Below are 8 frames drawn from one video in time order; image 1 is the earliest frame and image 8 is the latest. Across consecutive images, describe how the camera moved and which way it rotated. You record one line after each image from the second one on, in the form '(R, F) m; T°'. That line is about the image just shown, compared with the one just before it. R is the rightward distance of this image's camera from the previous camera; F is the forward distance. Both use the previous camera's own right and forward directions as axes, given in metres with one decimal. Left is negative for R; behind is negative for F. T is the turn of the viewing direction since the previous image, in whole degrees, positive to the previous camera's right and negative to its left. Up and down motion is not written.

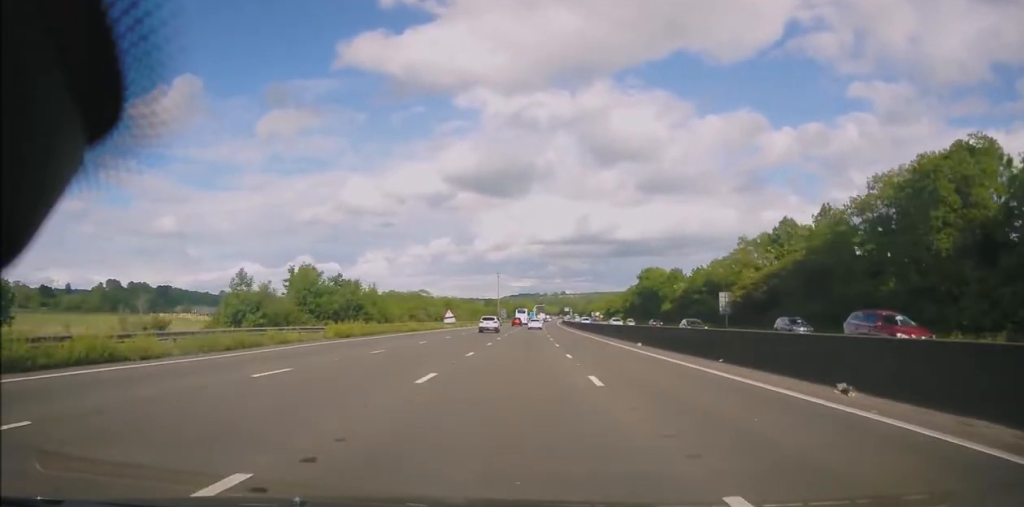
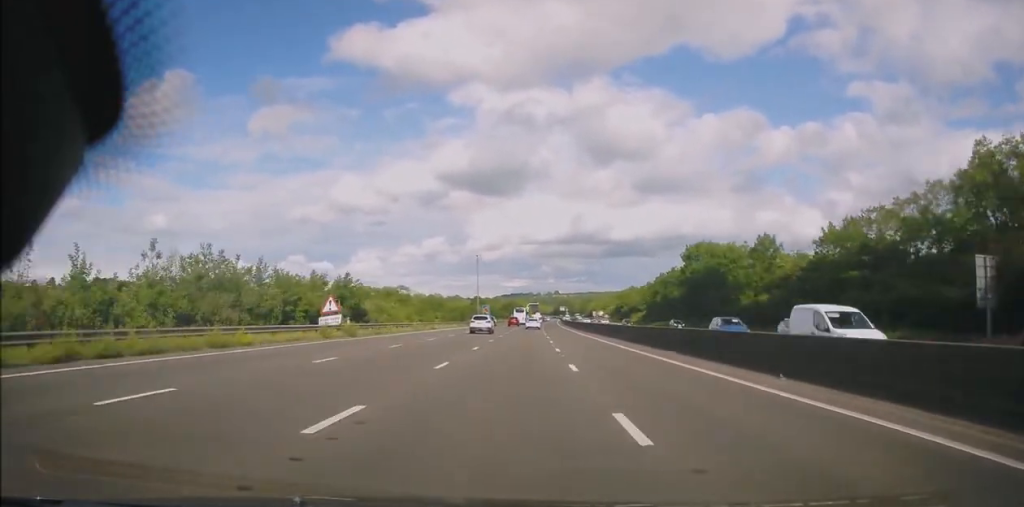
(+0.2, +50.8) m; 0°
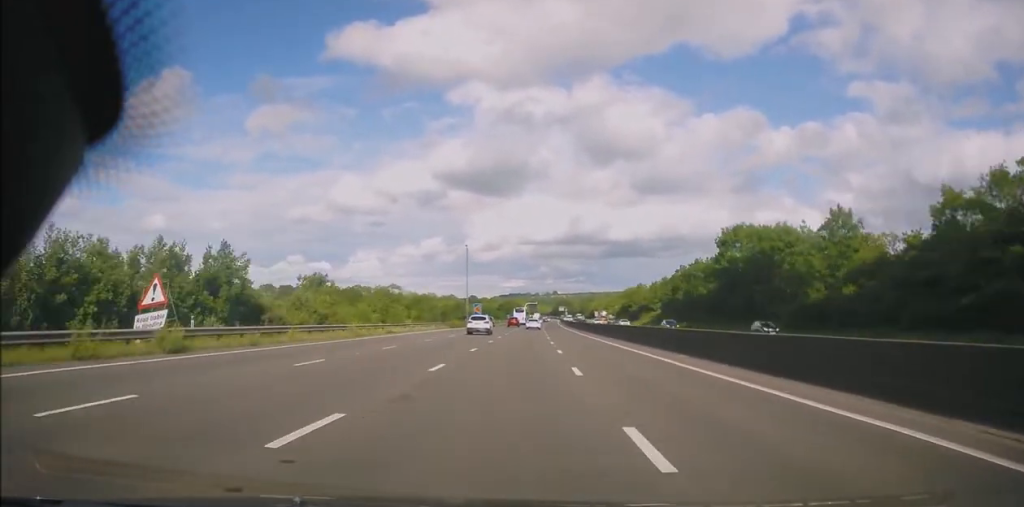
(0.0, +19.3) m; +1°
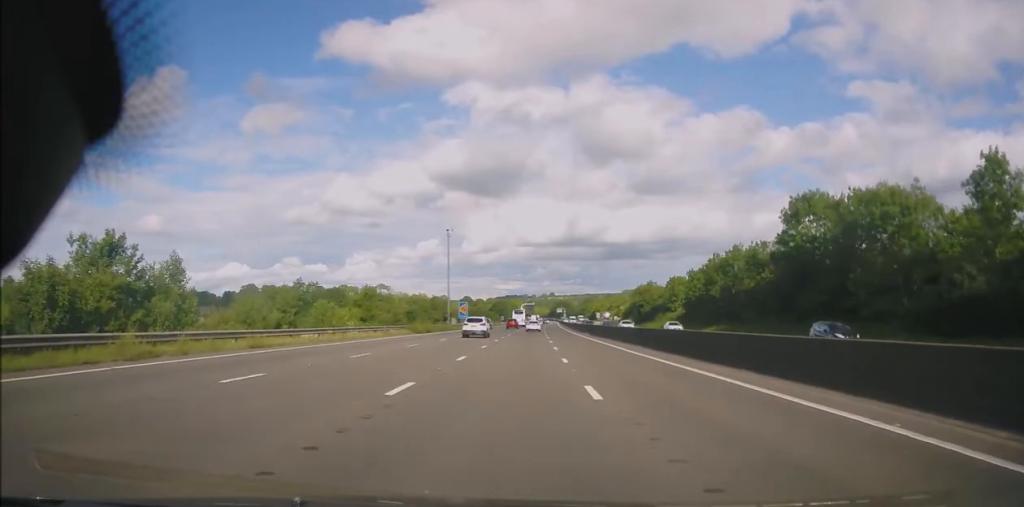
(+0.2, +22.5) m; +1°
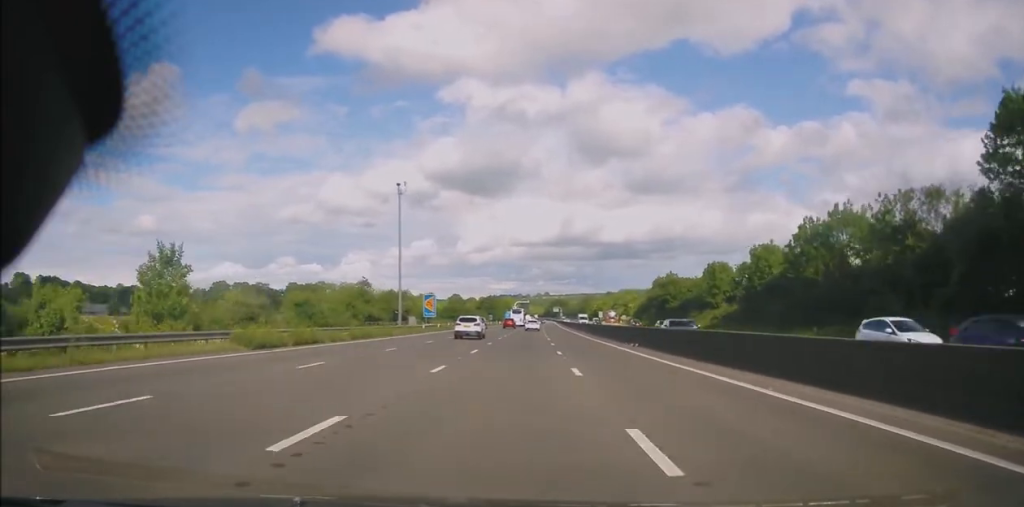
(+0.5, +32.4) m; 0°
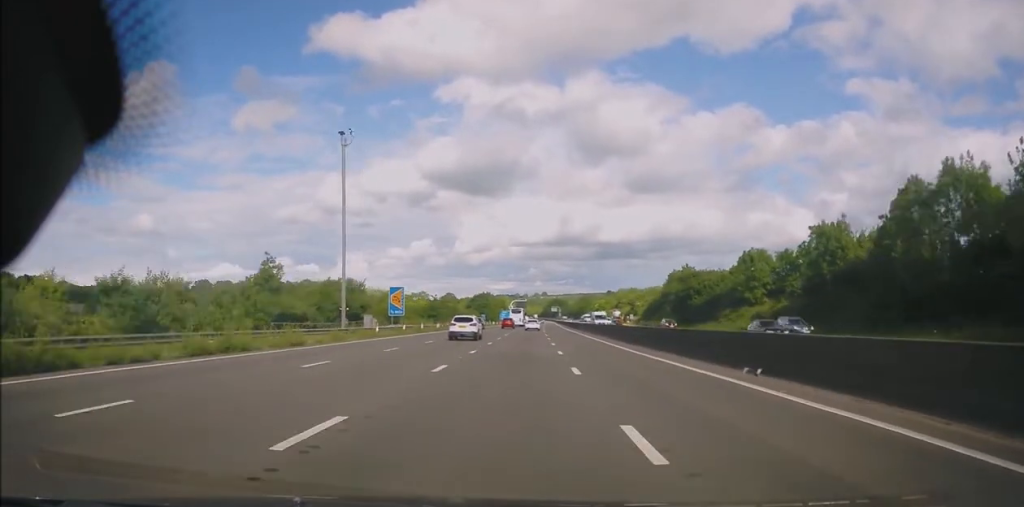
(-0.3, +19.5) m; 0°
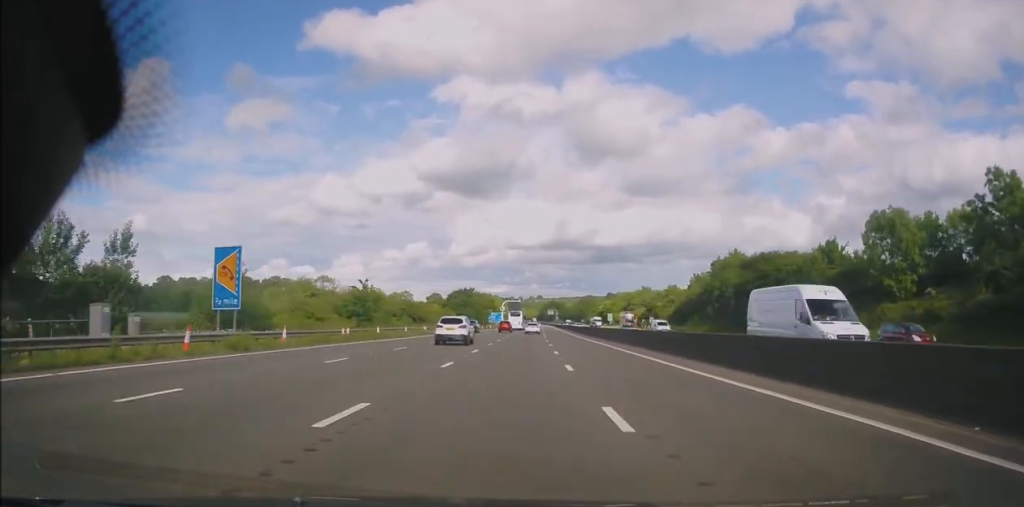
(+0.1, +35.8) m; 0°
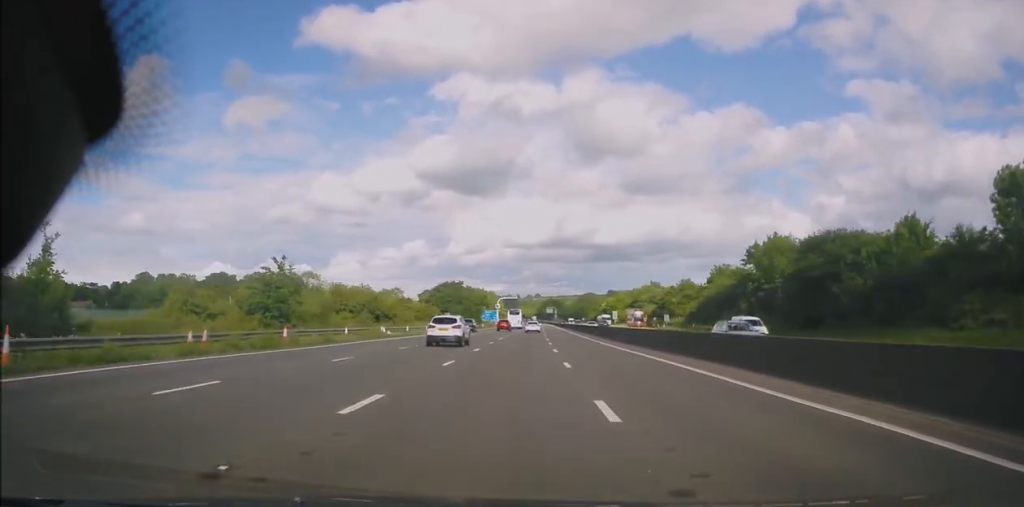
(+0.1, +17.5) m; 0°
